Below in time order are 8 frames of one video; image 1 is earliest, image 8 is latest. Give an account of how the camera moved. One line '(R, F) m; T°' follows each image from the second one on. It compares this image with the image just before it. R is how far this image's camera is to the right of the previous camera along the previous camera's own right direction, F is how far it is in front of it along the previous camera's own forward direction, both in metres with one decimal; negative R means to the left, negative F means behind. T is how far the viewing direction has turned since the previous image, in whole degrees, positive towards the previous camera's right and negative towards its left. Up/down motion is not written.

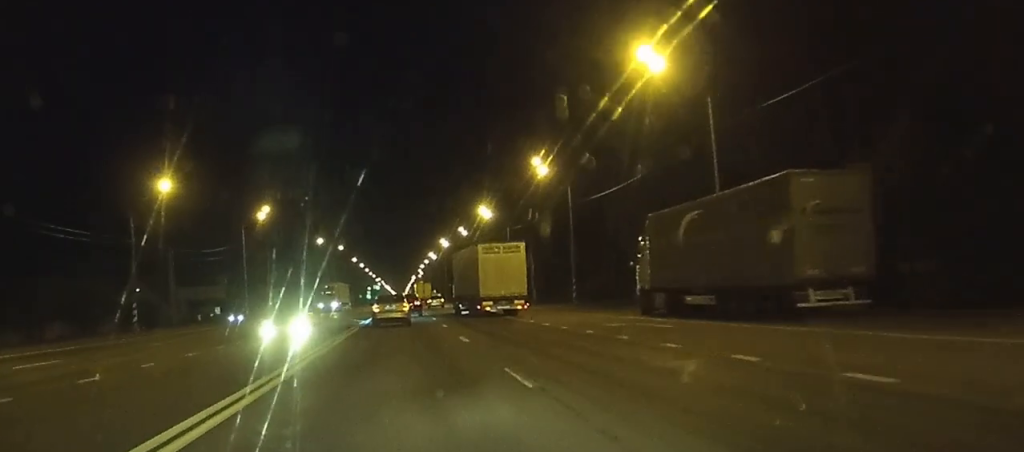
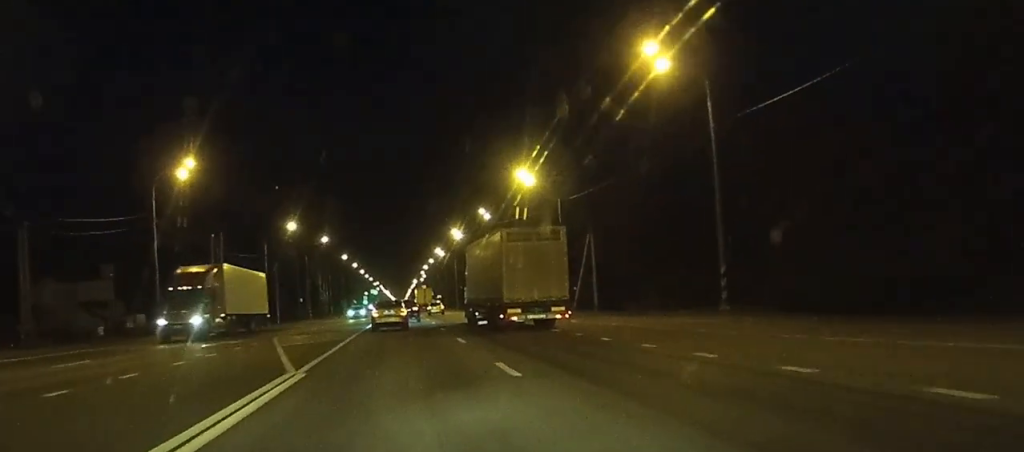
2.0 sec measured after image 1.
(+0.1, +34.6) m; 0°
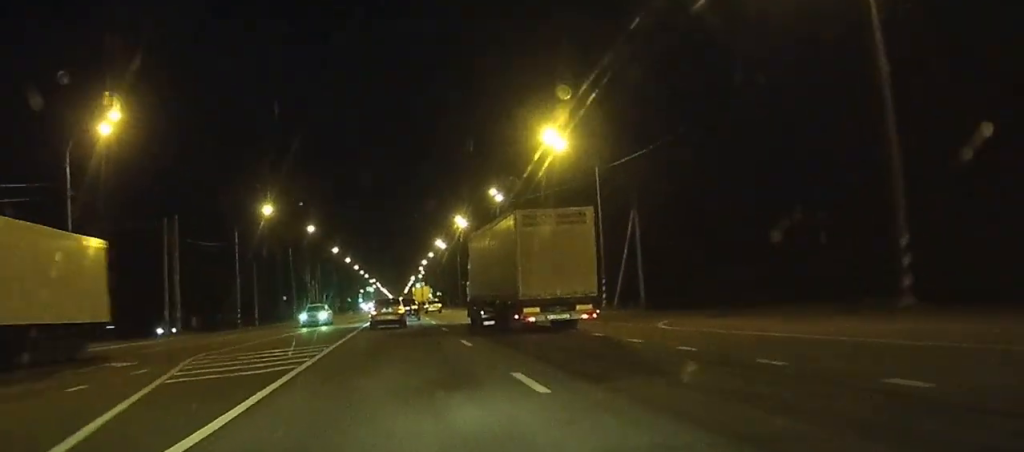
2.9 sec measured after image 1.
(0.0, +15.1) m; 0°
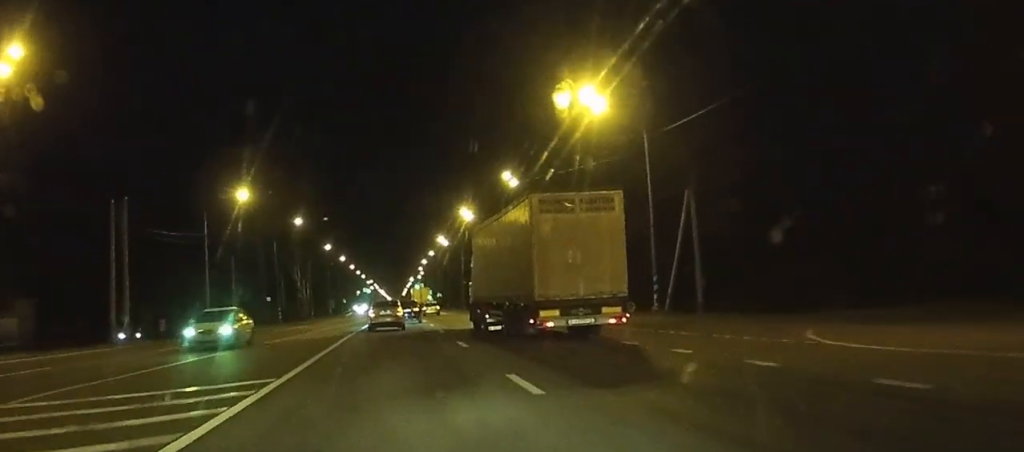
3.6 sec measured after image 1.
(0.0, +11.7) m; 0°
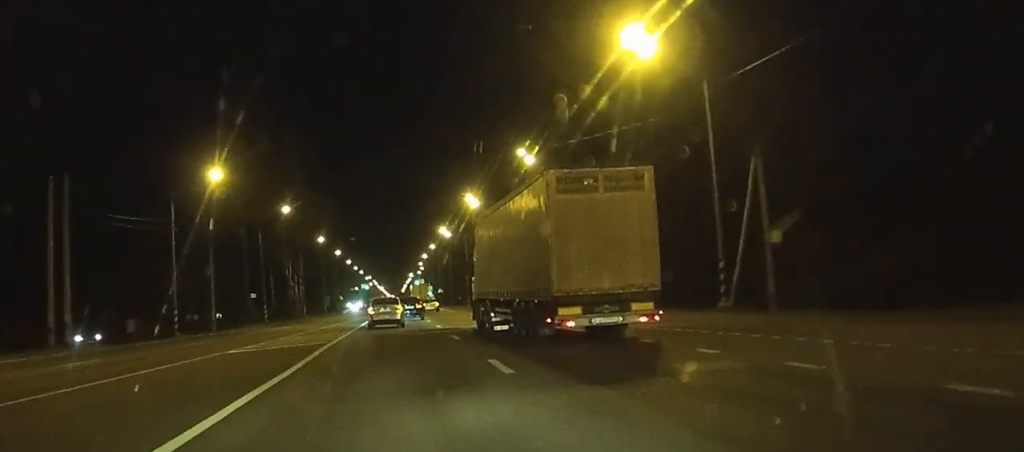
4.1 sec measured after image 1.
(0.0, +9.5) m; 0°
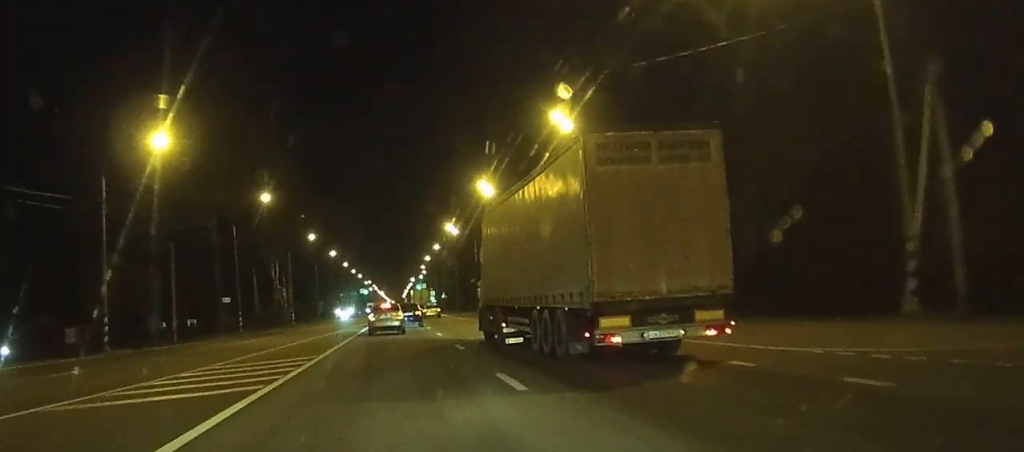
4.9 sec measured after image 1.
(0.0, +13.7) m; 0°
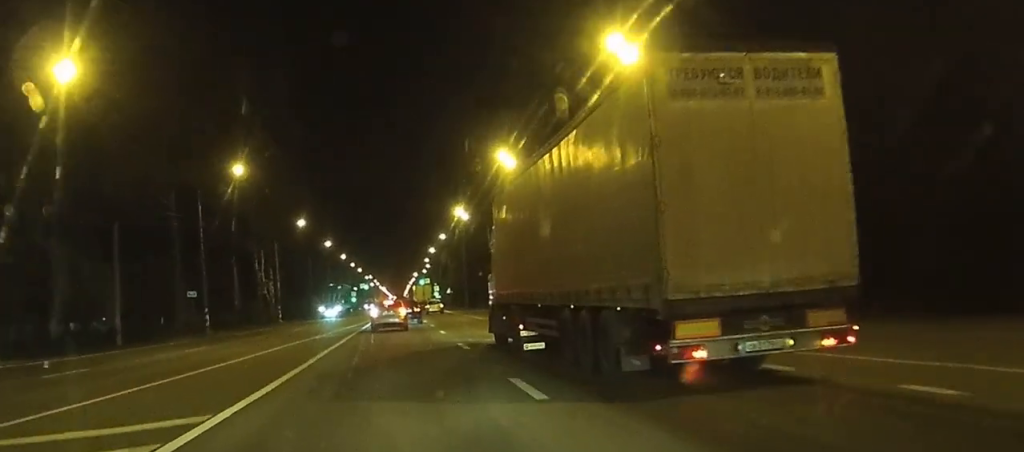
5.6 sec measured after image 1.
(0.0, +13.2) m; 0°
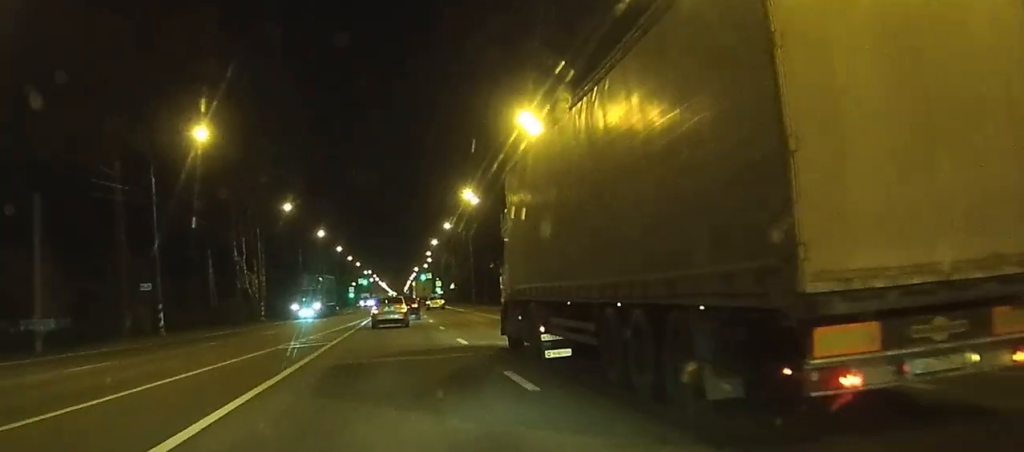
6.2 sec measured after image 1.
(-0.1, +11.4) m; 0°
